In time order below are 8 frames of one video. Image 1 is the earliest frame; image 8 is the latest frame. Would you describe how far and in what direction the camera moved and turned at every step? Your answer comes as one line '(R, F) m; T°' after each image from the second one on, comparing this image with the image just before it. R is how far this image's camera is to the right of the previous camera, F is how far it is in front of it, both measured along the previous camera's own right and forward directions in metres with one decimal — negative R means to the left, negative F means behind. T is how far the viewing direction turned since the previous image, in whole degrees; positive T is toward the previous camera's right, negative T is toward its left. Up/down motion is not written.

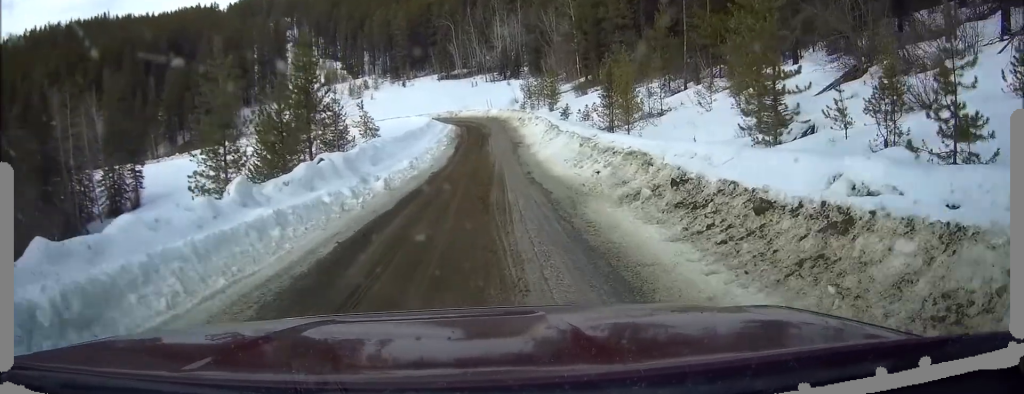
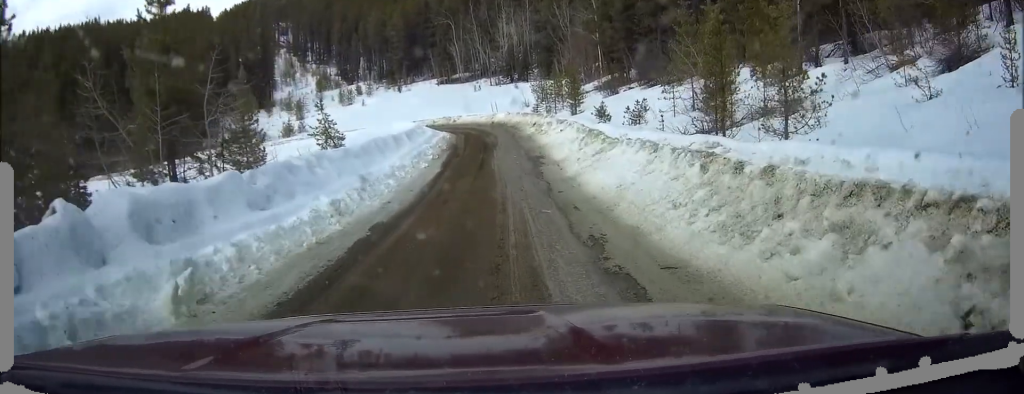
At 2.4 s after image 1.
(+0.4, +12.8) m; +5°
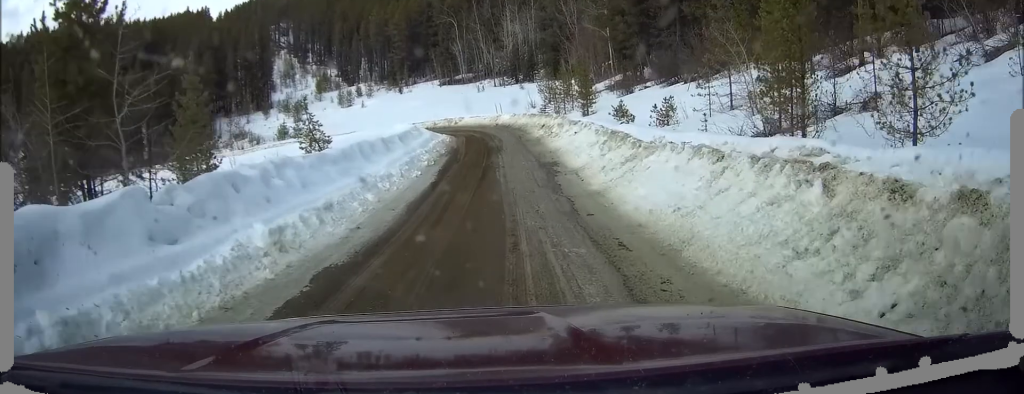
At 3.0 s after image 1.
(0.0, +3.7) m; 0°
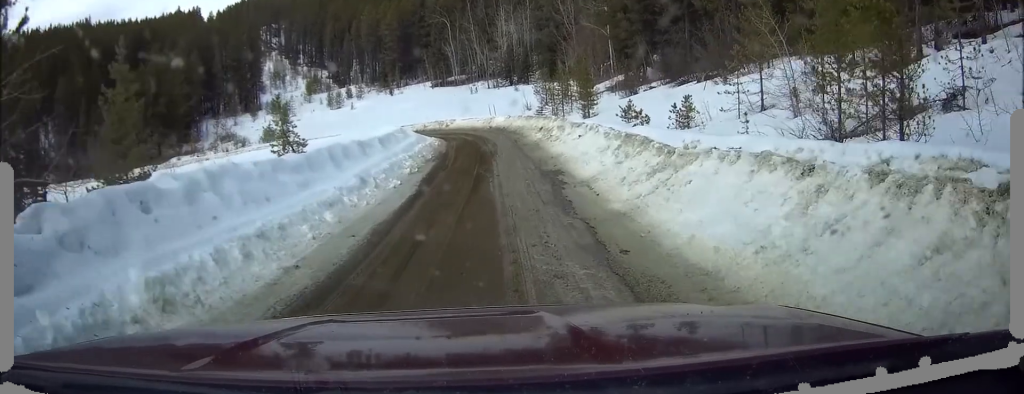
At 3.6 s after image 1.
(0.0, +3.1) m; +1°
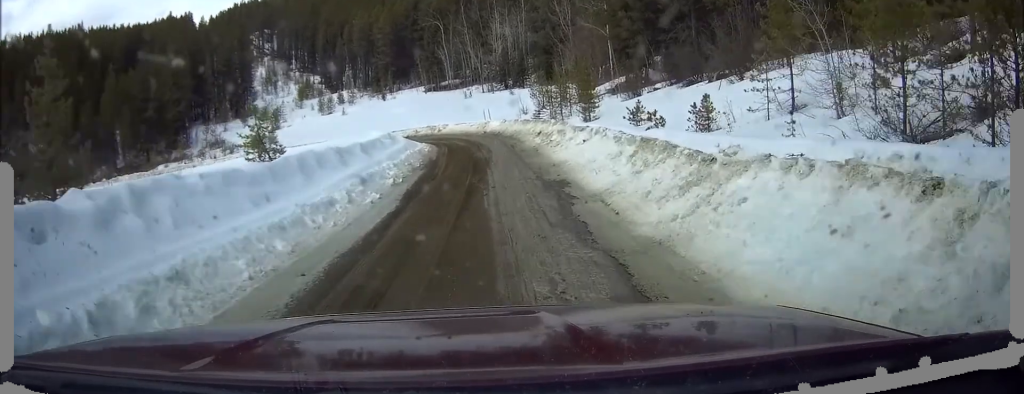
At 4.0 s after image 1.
(0.0, +2.4) m; +1°
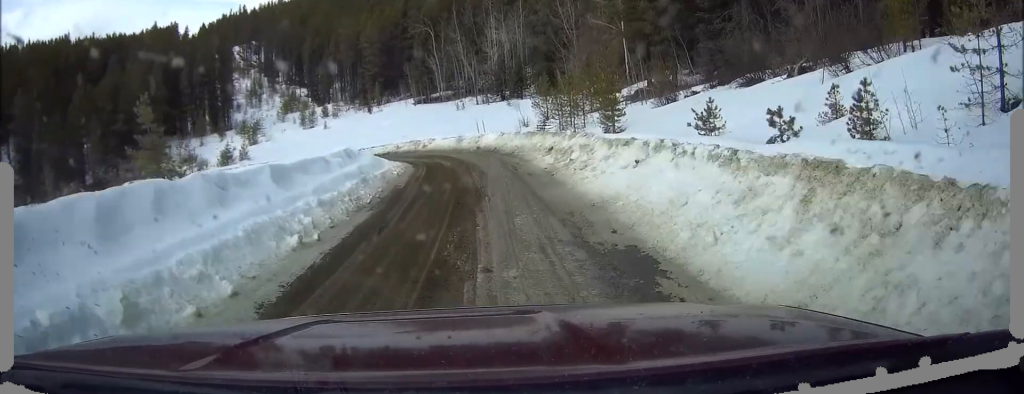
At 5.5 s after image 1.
(+0.2, +8.1) m; +2°
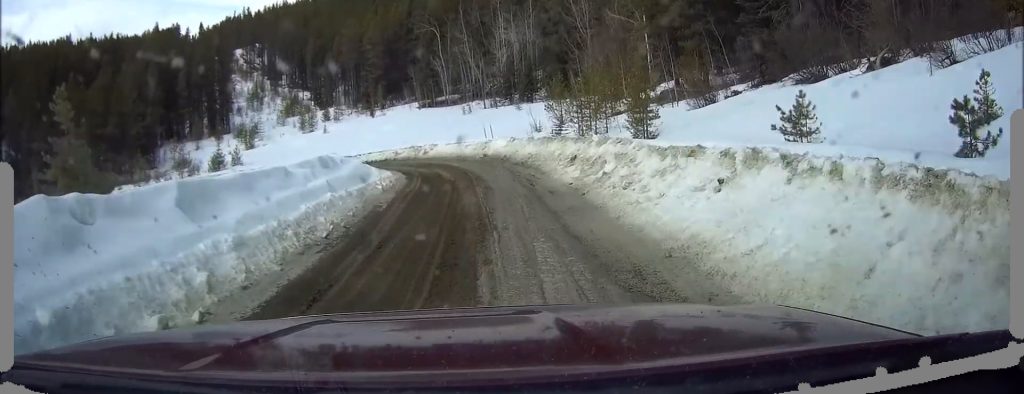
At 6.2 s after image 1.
(0.0, +4.3) m; -2°
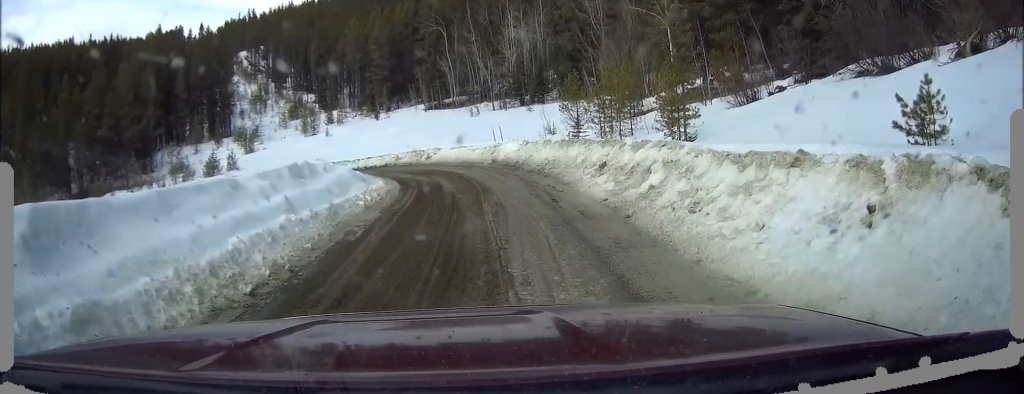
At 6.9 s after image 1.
(-0.2, +3.7) m; 0°
